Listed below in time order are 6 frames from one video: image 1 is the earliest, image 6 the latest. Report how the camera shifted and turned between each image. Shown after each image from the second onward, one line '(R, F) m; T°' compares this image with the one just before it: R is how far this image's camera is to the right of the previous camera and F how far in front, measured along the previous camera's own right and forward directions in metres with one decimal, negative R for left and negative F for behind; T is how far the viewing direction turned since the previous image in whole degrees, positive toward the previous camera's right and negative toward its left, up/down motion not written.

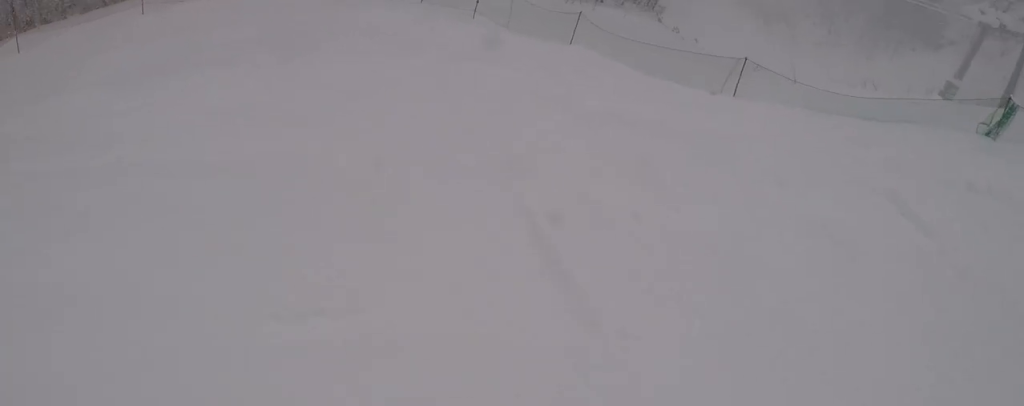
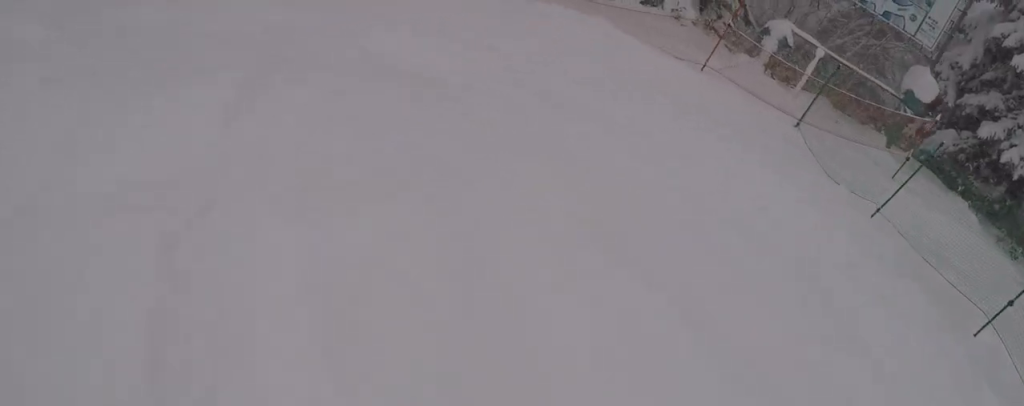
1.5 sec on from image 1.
(-2.1, +9.4) m; -44°
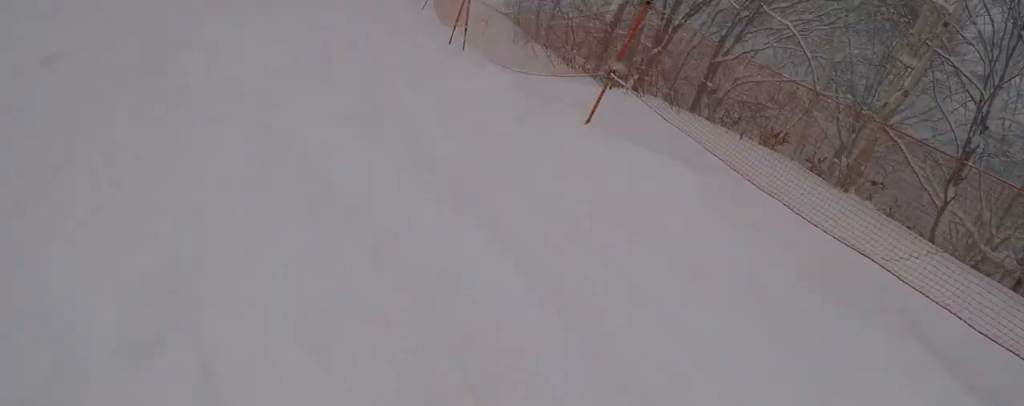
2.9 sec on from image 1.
(-5.0, +7.1) m; -54°
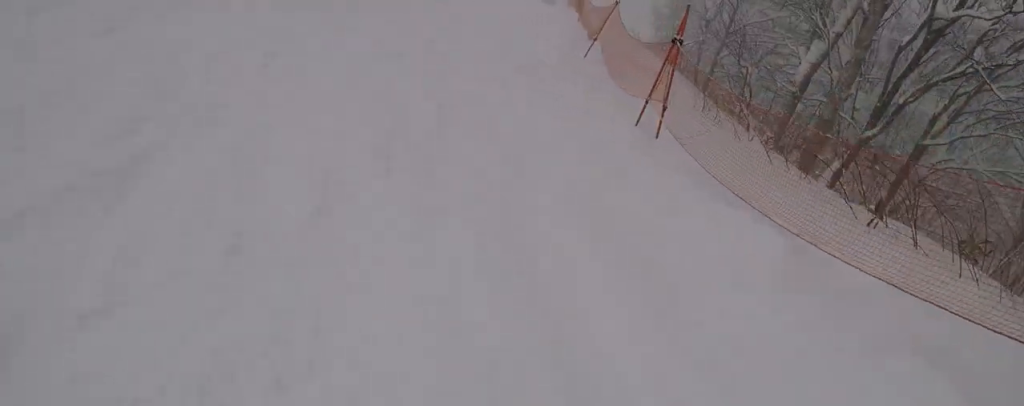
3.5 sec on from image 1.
(-0.5, +3.7) m; -14°
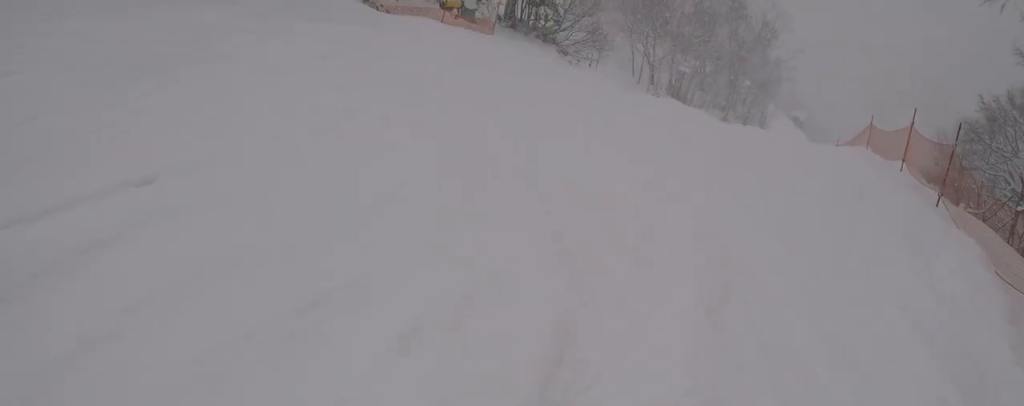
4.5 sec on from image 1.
(-0.7, +6.2) m; 0°
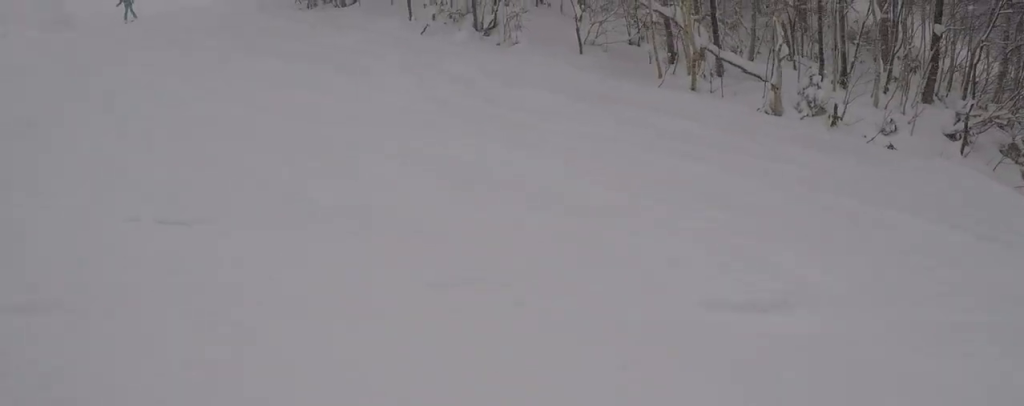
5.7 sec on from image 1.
(+0.6, +5.7) m; 0°
